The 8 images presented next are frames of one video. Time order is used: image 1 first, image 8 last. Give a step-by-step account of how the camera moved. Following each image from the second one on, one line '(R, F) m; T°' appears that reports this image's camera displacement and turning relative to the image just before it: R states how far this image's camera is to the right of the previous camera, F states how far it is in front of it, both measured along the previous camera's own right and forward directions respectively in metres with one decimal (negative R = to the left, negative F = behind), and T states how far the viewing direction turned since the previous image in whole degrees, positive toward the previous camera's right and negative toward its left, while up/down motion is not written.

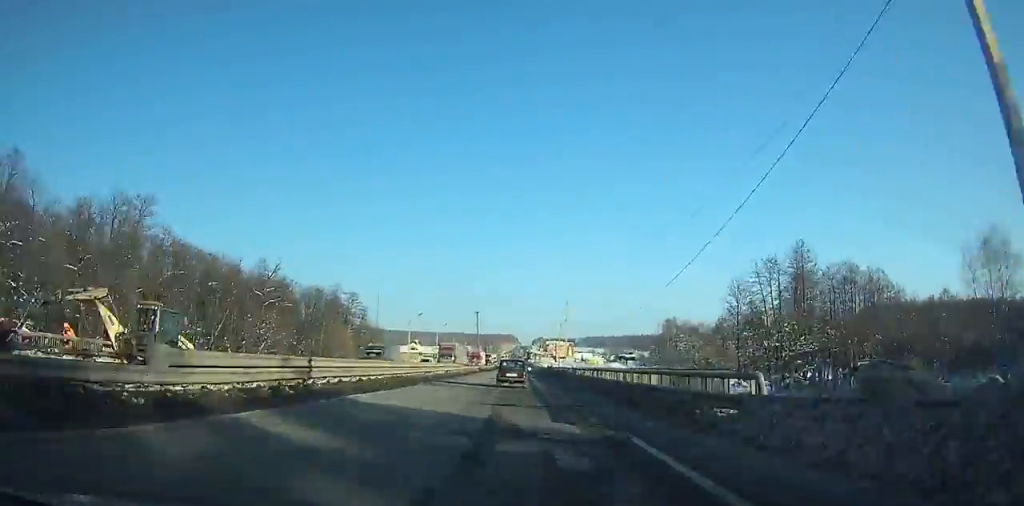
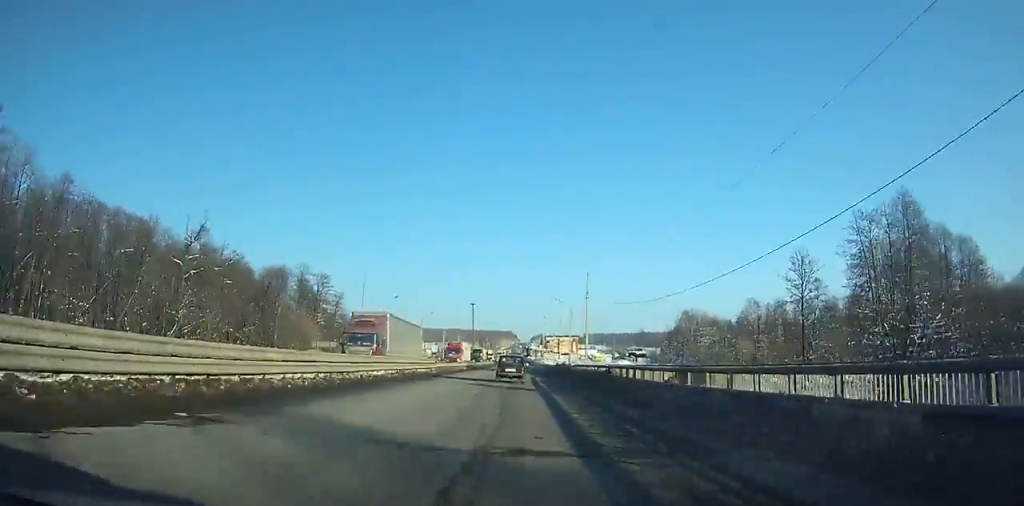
(+0.1, +23.2) m; 0°
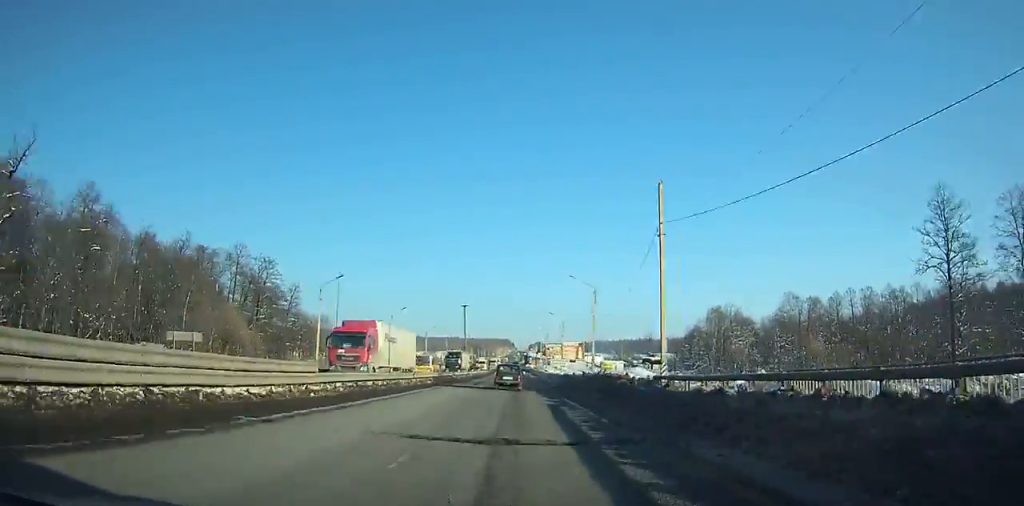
(0.0, +28.5) m; 0°
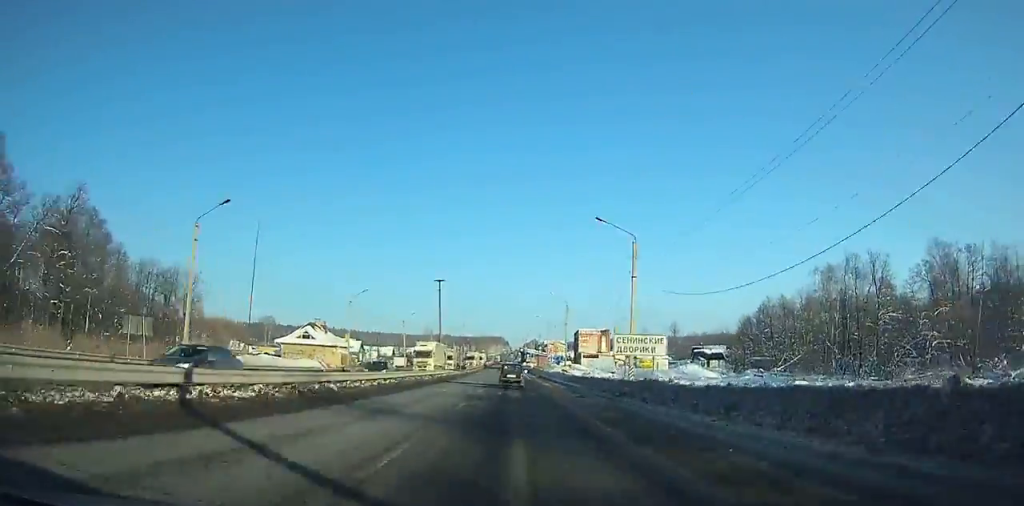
(+0.1, +61.5) m; 0°
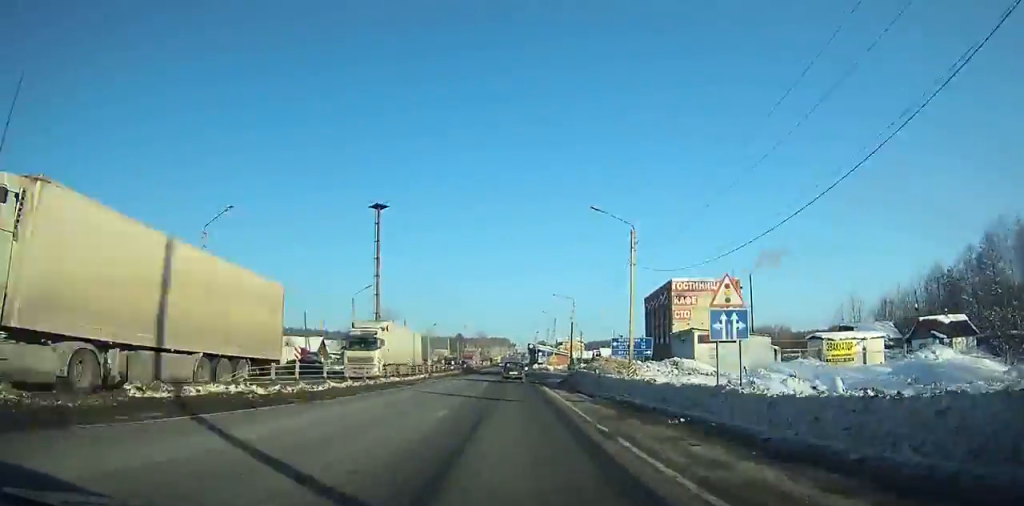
(-0.5, +79.1) m; -1°
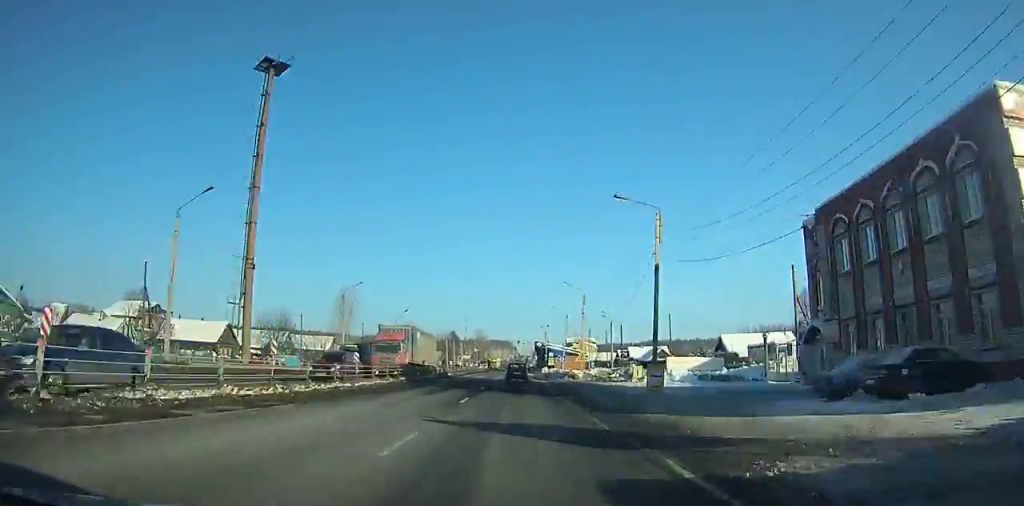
(-0.1, +41.1) m; 0°
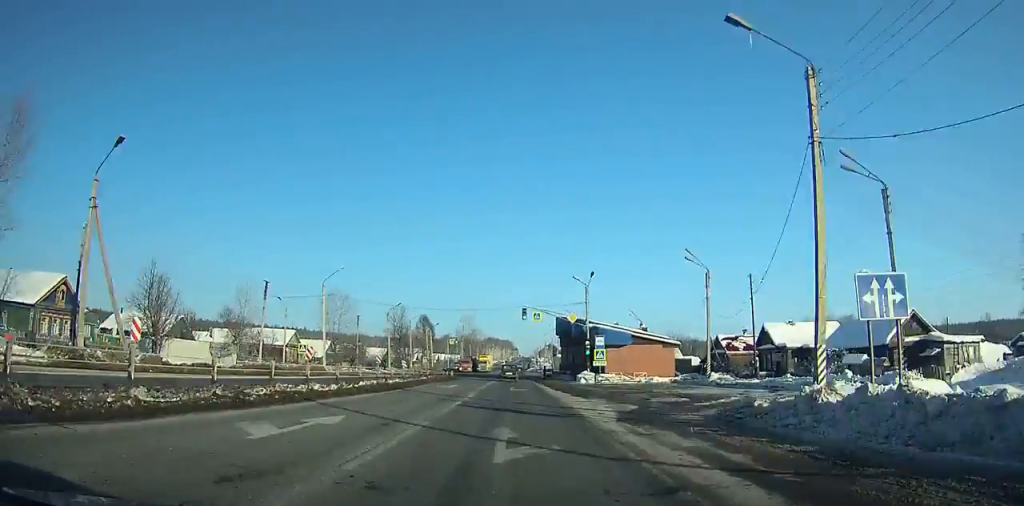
(+0.3, +68.9) m; +1°
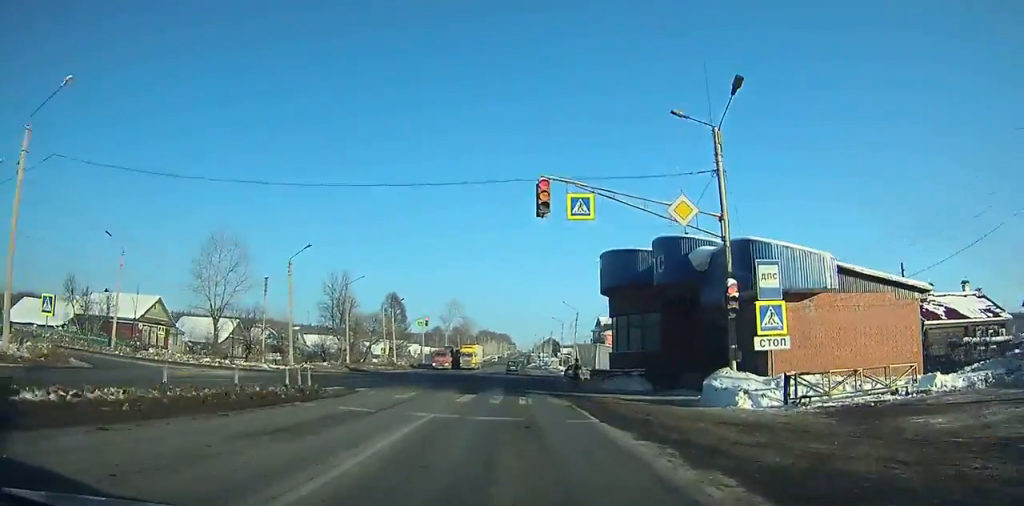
(+0.4, +33.6) m; +2°
